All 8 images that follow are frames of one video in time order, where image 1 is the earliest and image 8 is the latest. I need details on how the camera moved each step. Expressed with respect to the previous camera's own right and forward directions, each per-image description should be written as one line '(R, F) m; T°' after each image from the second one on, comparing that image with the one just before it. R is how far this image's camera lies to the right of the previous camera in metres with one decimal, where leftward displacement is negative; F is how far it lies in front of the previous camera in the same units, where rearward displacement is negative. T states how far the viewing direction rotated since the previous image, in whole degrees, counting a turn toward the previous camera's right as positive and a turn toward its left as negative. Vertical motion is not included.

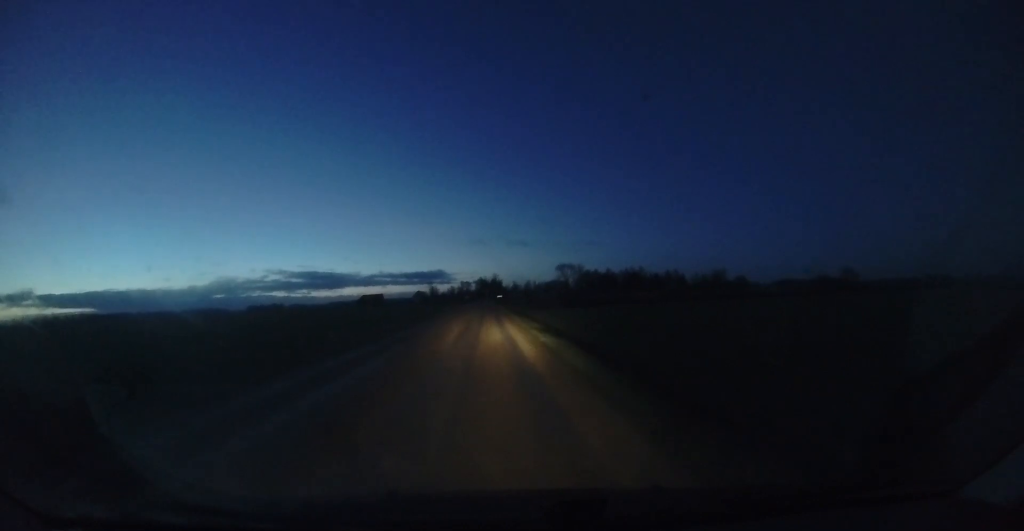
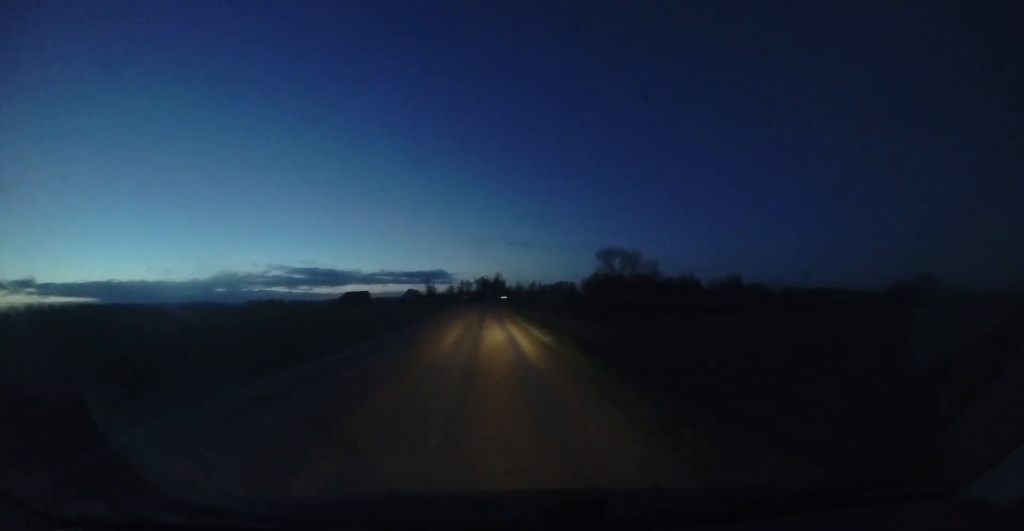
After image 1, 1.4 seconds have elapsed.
(+0.4, +23.6) m; 0°
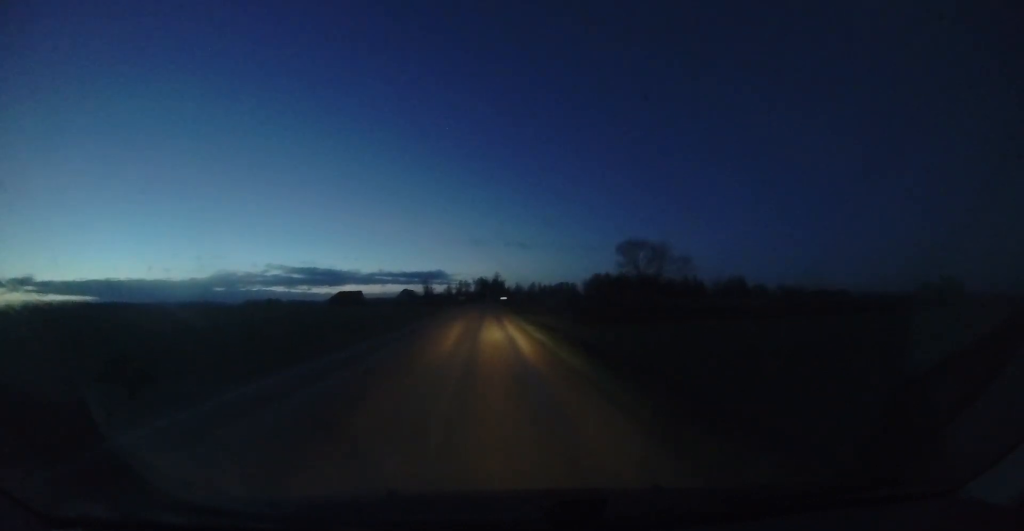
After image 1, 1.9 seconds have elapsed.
(0.0, +7.1) m; 0°
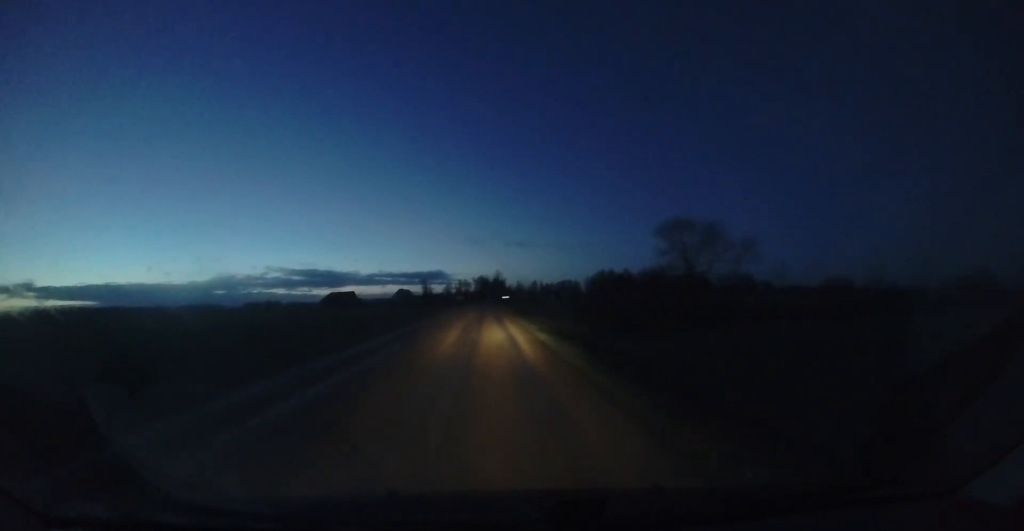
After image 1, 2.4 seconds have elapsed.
(-0.2, +8.7) m; 0°
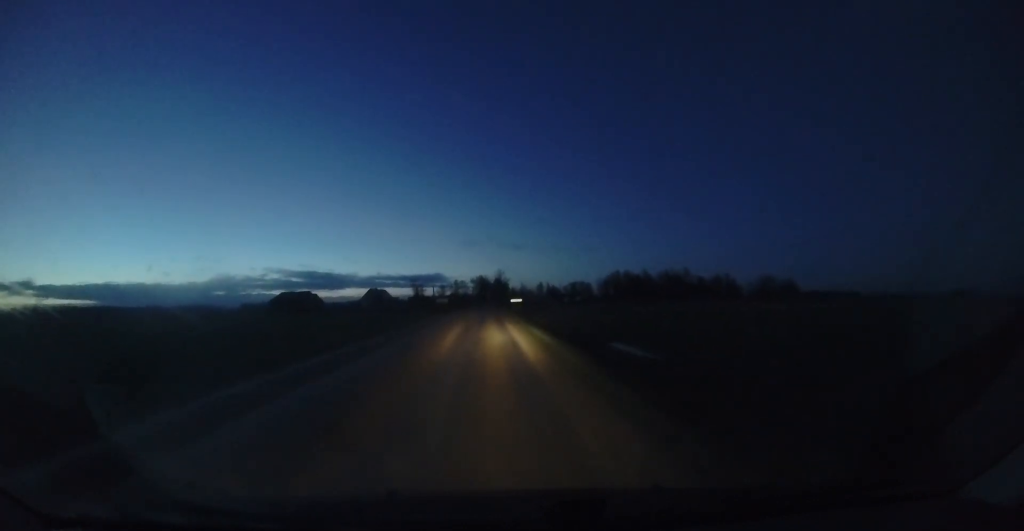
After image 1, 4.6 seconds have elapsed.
(+0.5, +36.1) m; 0°
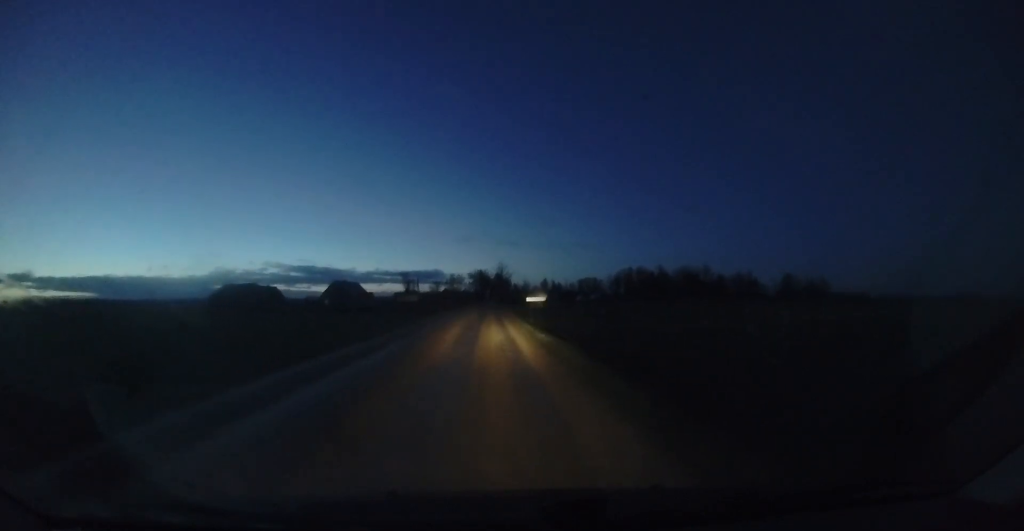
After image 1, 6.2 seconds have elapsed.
(-0.3, +25.5) m; 0°
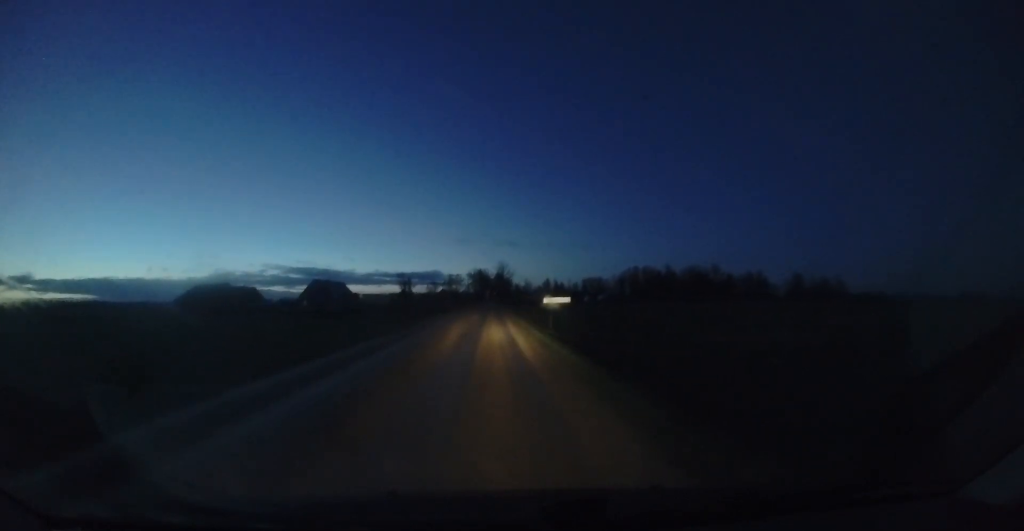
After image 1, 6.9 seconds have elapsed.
(+0.1, +10.6) m; +1°
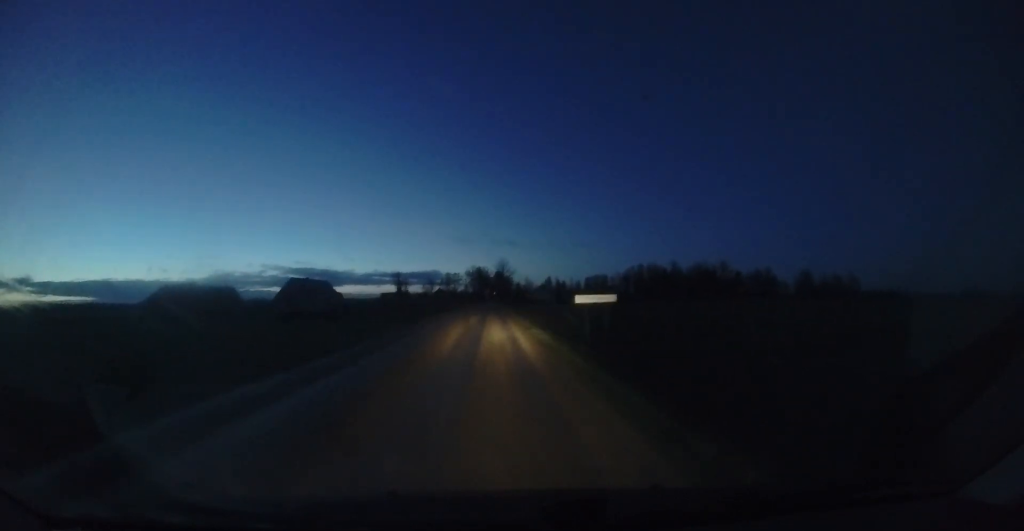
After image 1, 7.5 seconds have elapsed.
(0.0, +9.0) m; 0°
